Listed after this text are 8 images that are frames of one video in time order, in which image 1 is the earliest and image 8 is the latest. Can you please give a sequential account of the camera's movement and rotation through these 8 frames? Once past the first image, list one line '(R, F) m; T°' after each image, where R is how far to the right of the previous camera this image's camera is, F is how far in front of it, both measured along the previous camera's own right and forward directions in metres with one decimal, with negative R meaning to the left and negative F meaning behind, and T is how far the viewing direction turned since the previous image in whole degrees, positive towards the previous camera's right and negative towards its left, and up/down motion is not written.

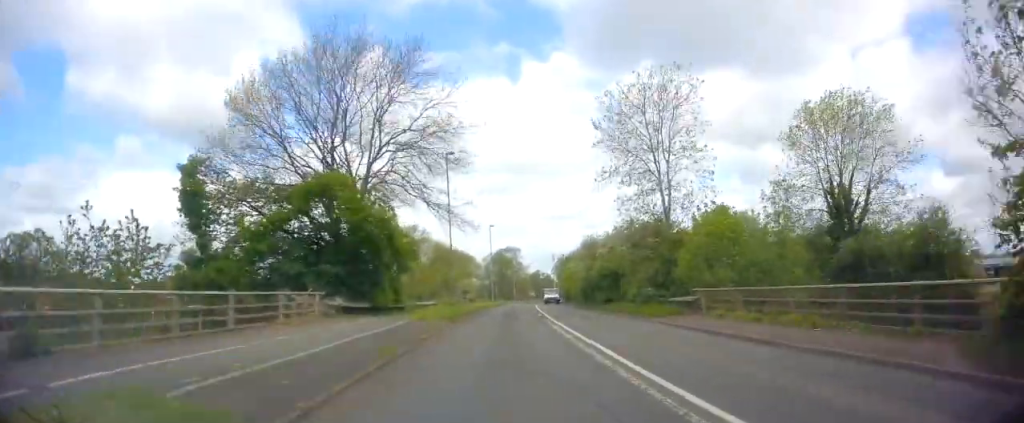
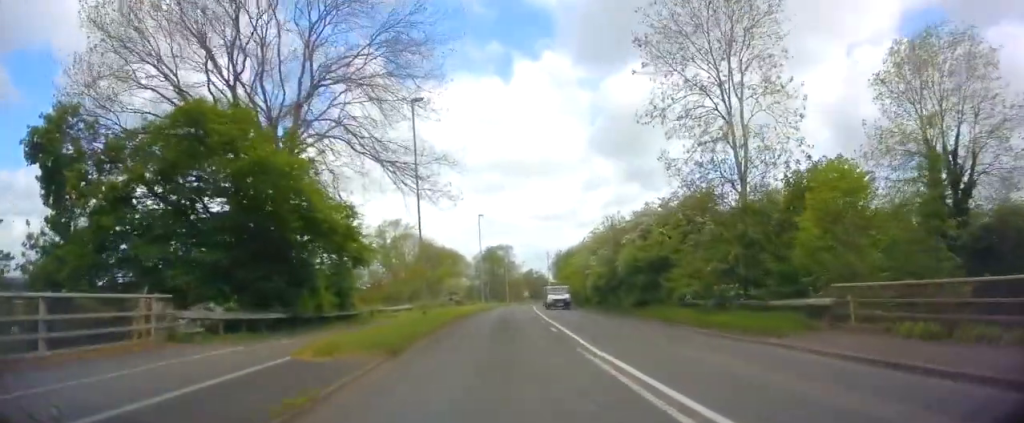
(-0.3, +11.0) m; +1°
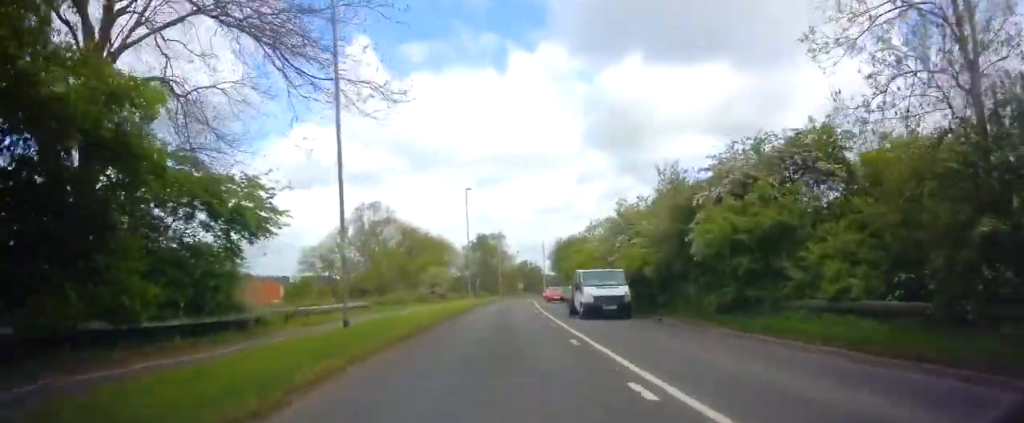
(+0.4, +12.3) m; +1°
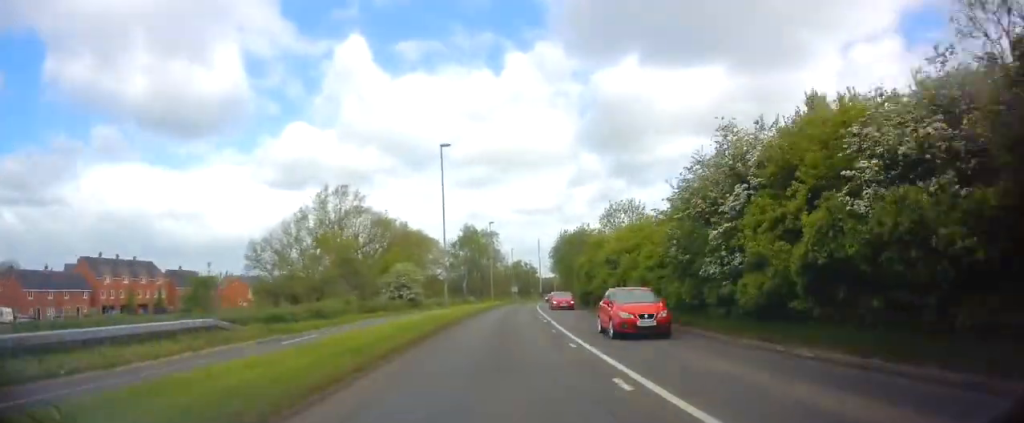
(0.0, +16.8) m; +1°
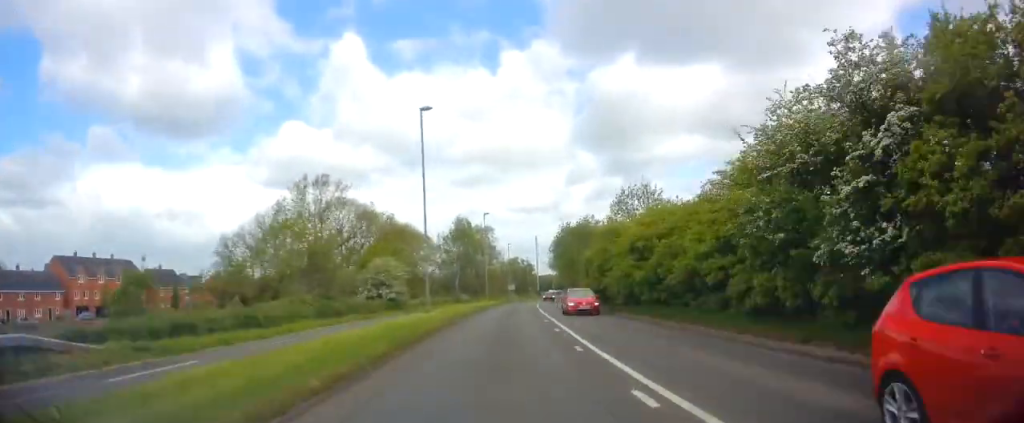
(0.0, +7.1) m; +1°
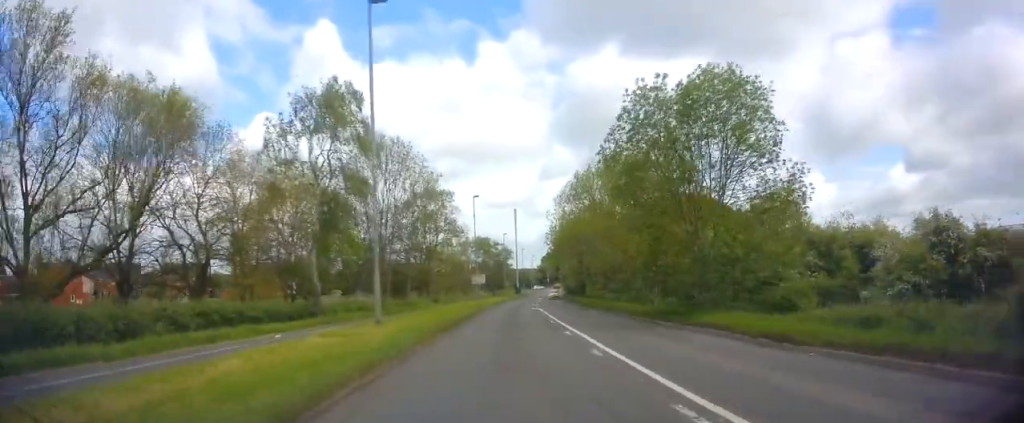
(+1.6, +48.4) m; +3°
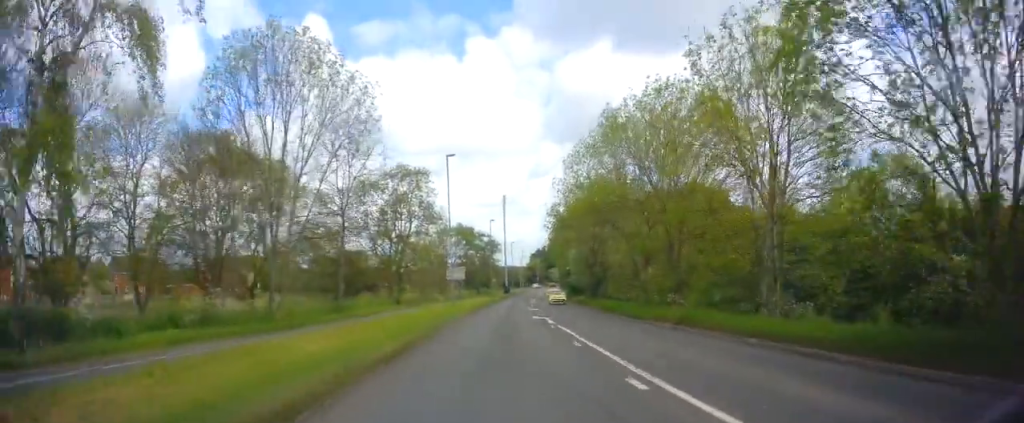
(+0.3, +16.3) m; +1°
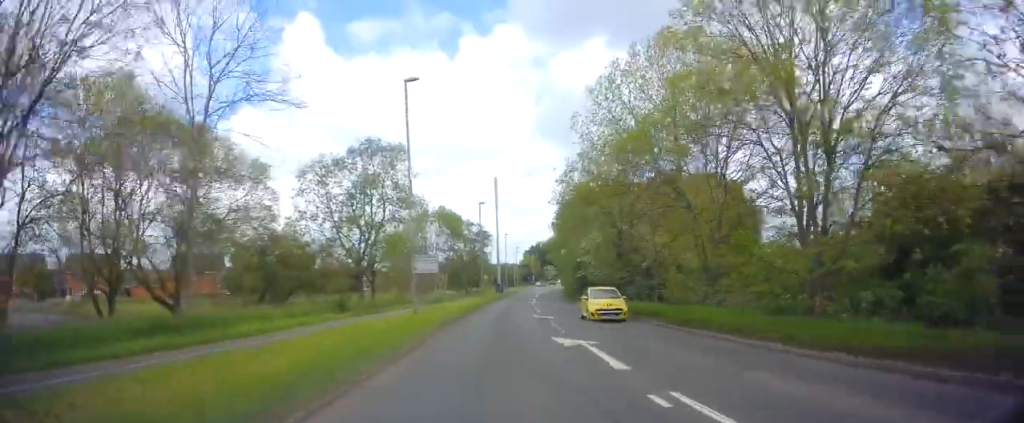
(0.0, +14.4) m; +1°
